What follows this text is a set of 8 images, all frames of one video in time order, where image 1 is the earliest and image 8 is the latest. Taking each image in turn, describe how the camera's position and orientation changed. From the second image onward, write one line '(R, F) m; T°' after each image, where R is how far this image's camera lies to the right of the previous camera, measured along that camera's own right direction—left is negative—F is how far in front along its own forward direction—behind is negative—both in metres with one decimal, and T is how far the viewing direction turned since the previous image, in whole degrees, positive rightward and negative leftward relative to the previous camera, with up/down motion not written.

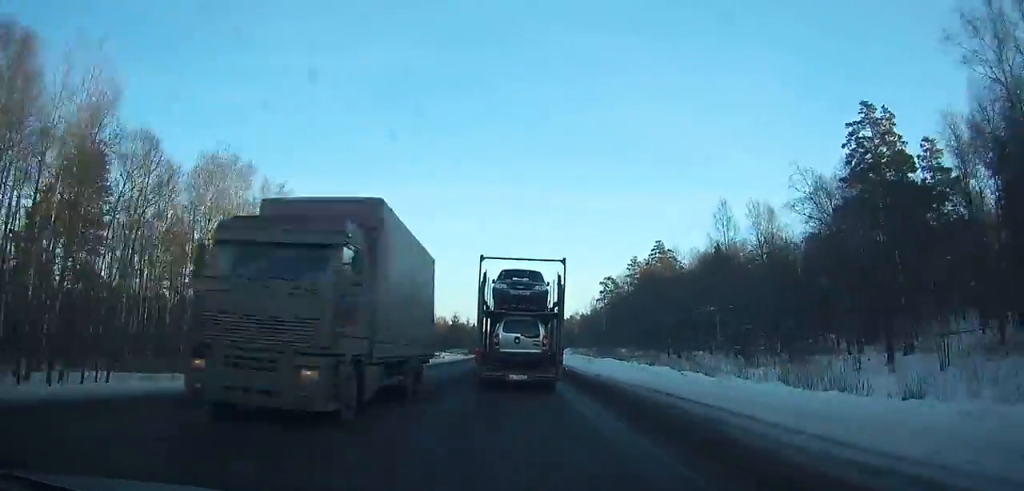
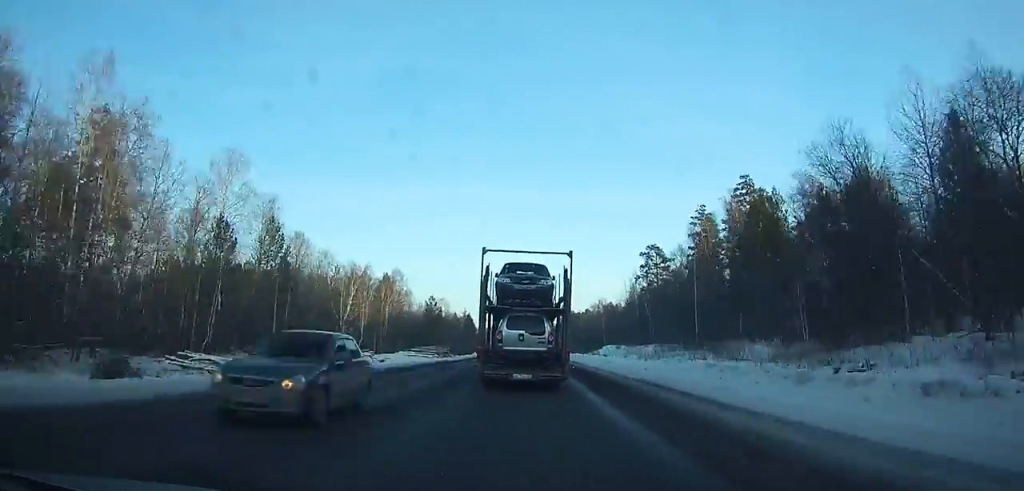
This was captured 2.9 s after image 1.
(-0.1, +58.1) m; 0°
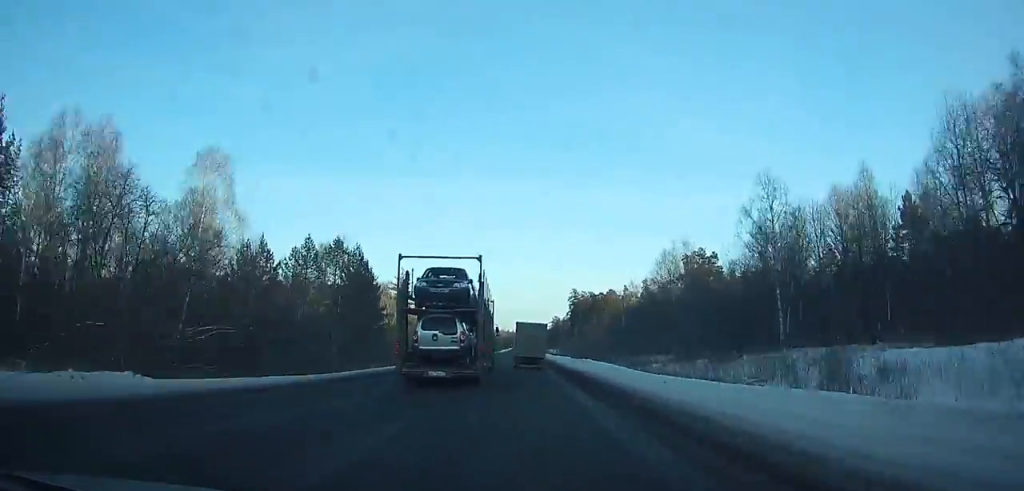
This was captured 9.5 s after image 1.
(-0.4, +133.1) m; -1°
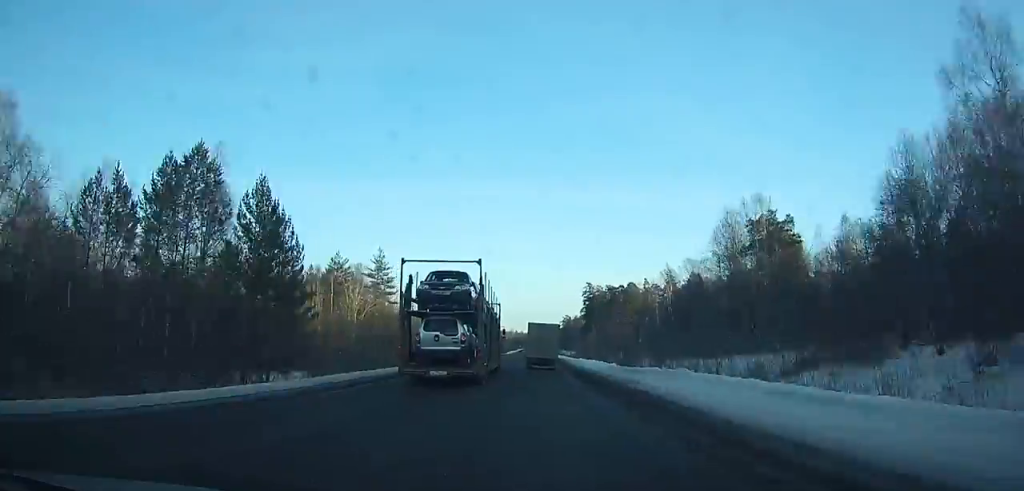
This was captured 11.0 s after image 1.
(0.0, +30.8) m; 0°
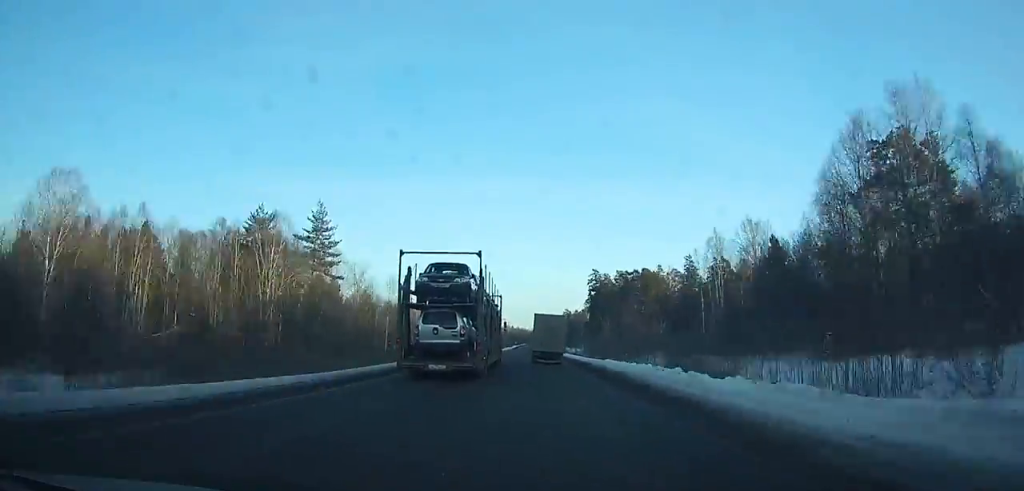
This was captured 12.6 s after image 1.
(-0.1, +33.0) m; 0°
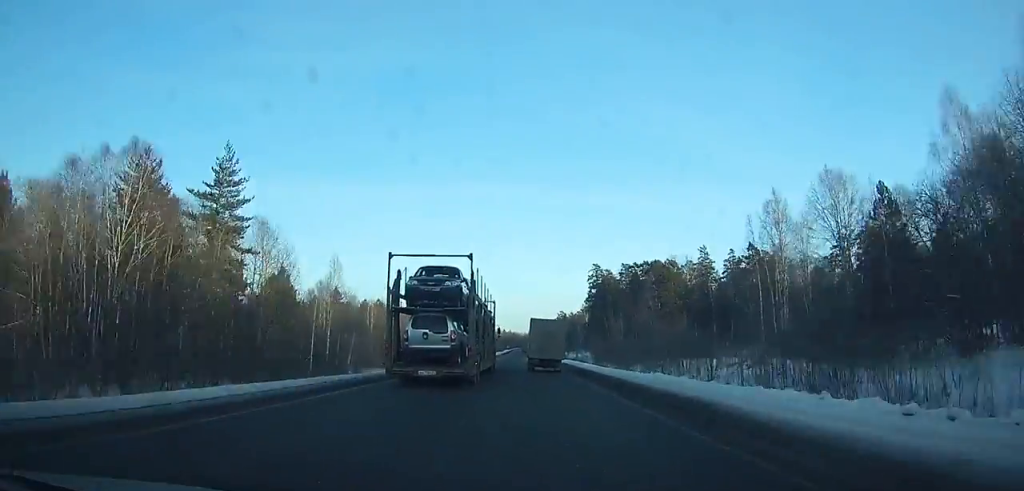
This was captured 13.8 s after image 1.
(+0.3, +24.8) m; 0°
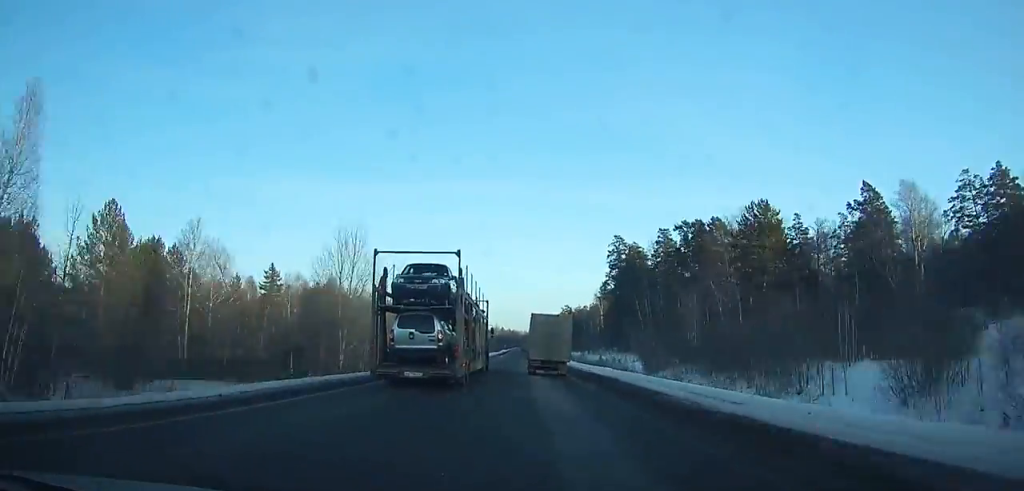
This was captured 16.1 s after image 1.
(+0.3, +47.3) m; 0°
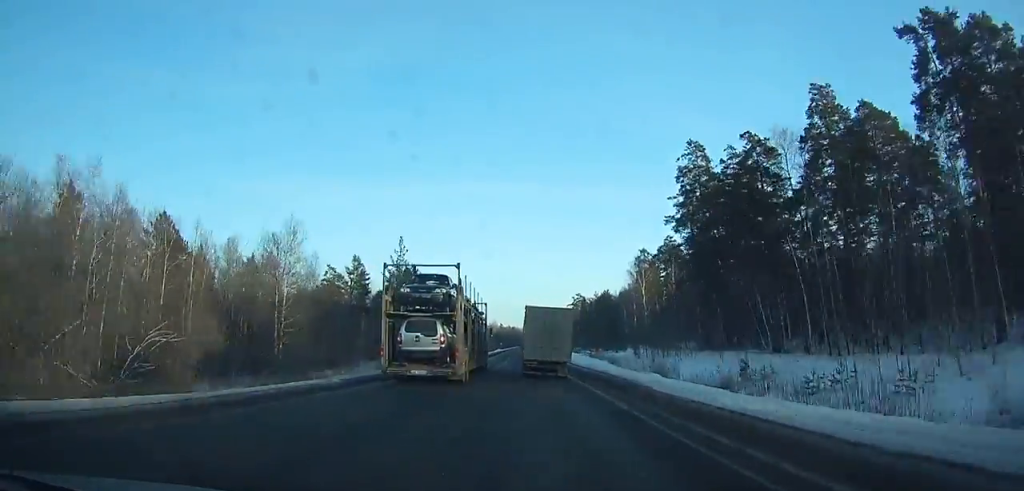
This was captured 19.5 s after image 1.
(-0.1, +69.0) m; 0°
